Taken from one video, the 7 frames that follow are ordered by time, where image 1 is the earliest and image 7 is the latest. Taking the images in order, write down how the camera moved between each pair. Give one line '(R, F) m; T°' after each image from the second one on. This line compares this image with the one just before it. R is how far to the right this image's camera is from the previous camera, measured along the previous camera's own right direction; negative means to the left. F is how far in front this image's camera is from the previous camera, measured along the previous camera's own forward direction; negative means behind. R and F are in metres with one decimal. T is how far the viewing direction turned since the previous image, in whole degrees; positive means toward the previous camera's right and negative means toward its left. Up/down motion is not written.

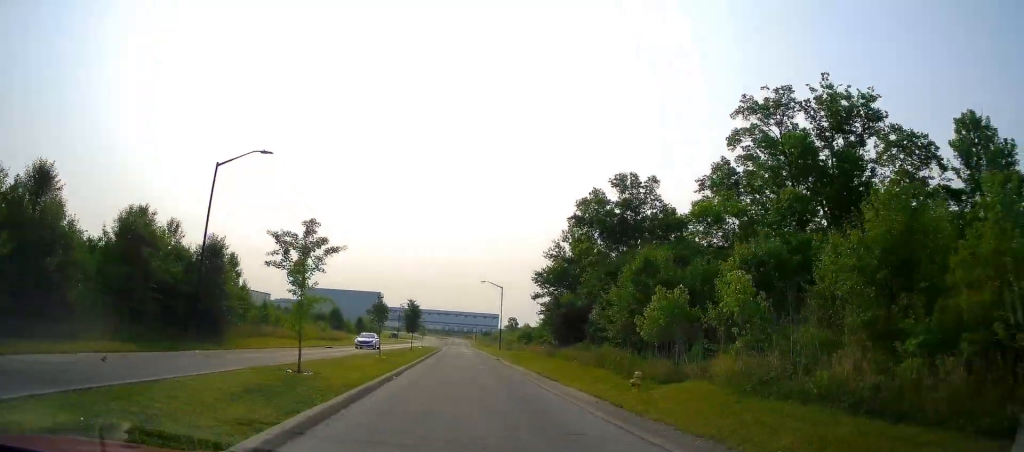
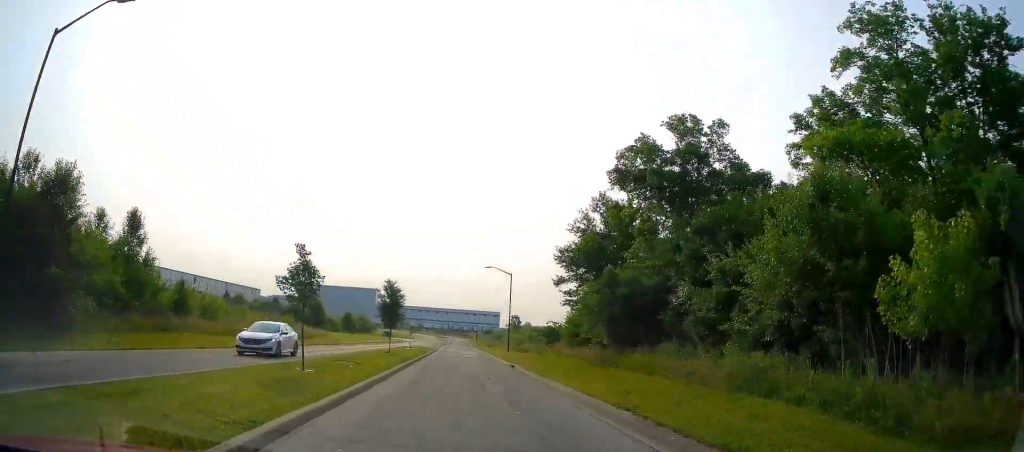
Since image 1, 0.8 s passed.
(0.0, +14.0) m; +1°
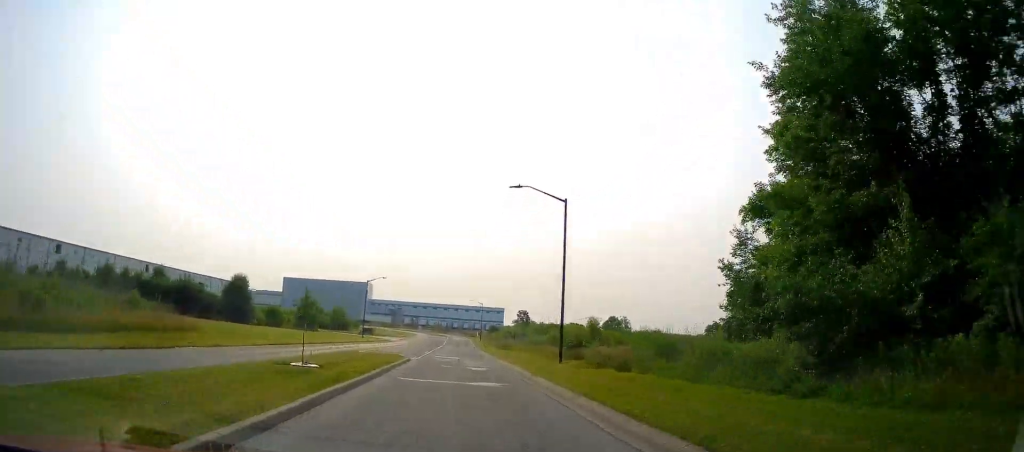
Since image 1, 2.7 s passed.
(-0.4, +33.1) m; -2°
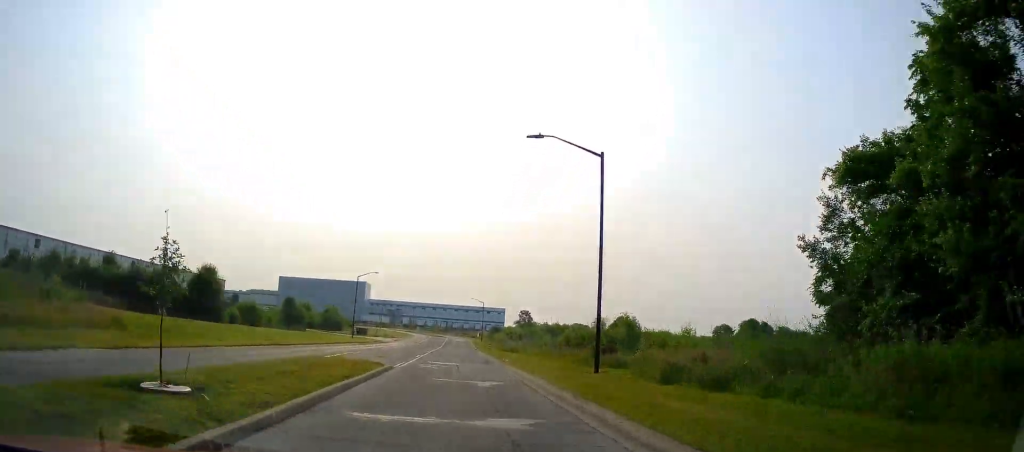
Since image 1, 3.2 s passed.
(-0.2, +8.0) m; 0°
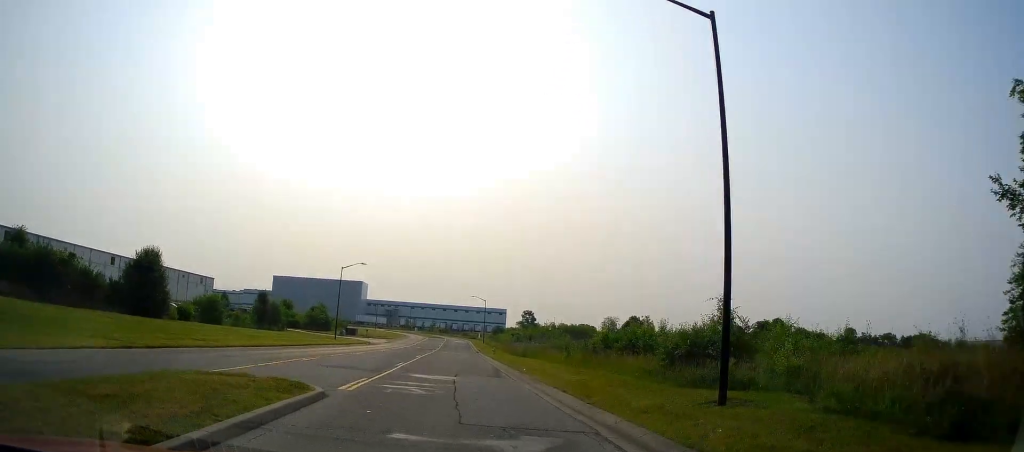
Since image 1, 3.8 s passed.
(+0.3, +10.7) m; +1°
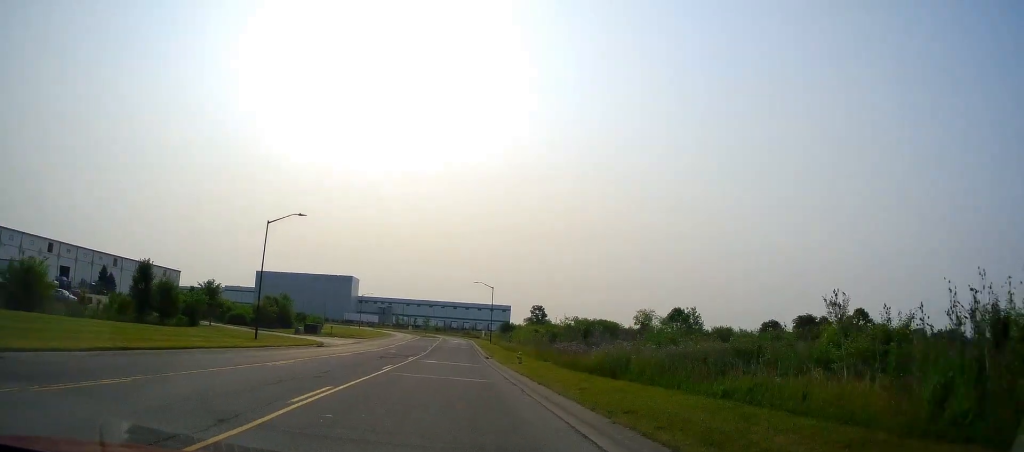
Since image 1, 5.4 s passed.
(+0.2, +26.9) m; +1°
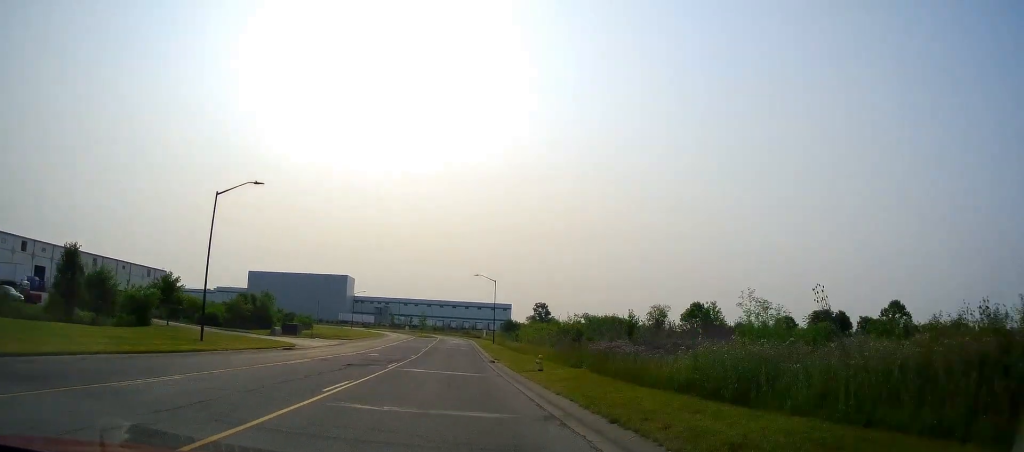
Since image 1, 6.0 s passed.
(-0.1, +9.3) m; +1°
